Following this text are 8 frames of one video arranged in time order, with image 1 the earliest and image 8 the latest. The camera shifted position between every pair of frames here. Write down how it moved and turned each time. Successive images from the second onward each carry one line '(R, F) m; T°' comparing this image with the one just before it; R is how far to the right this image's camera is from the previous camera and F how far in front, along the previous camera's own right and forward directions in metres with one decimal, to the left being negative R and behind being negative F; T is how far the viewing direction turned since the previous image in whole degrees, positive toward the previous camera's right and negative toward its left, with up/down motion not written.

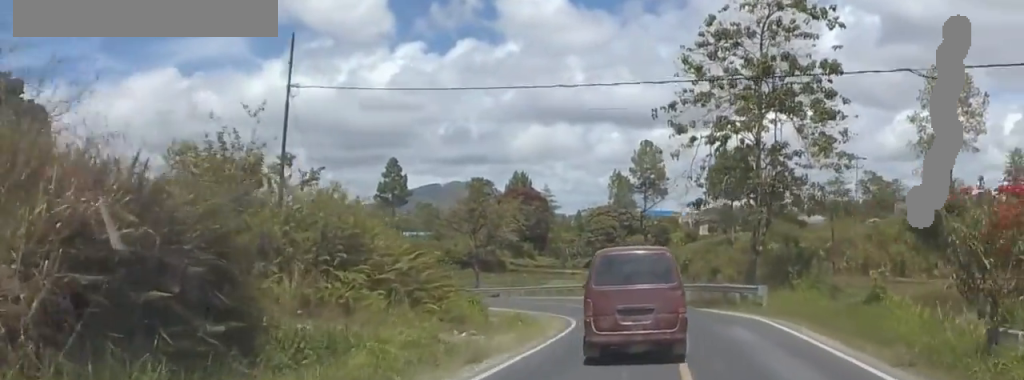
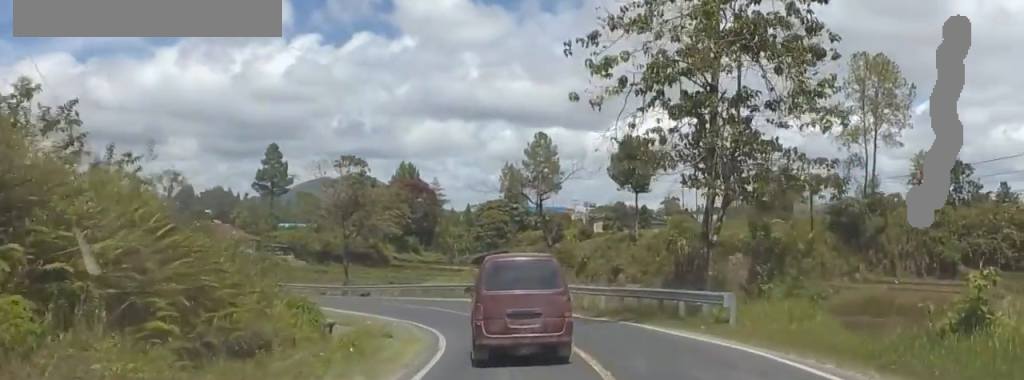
(-0.7, +11.9) m; +2°
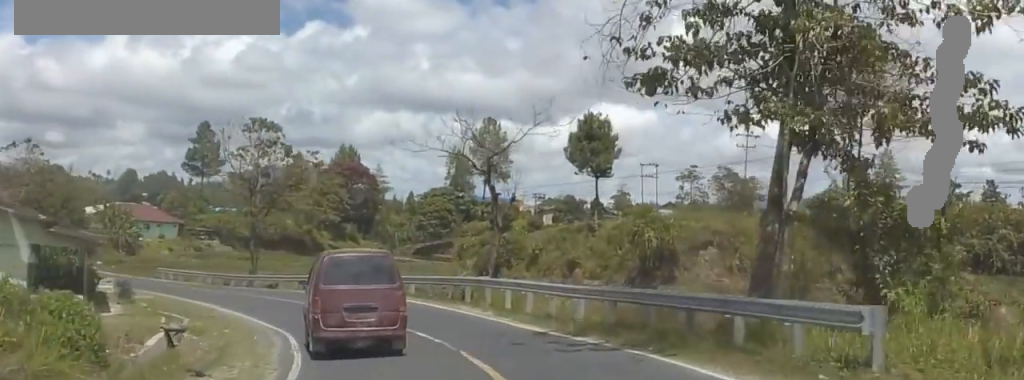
(+1.3, +12.2) m; +5°
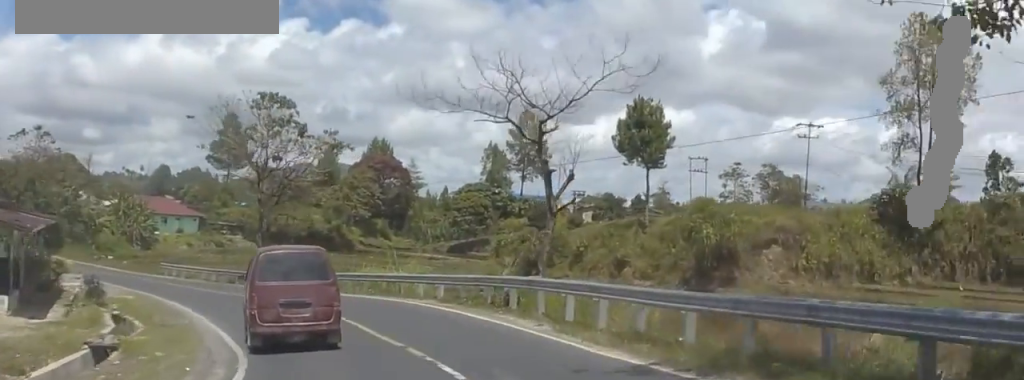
(-0.2, +7.8) m; -4°
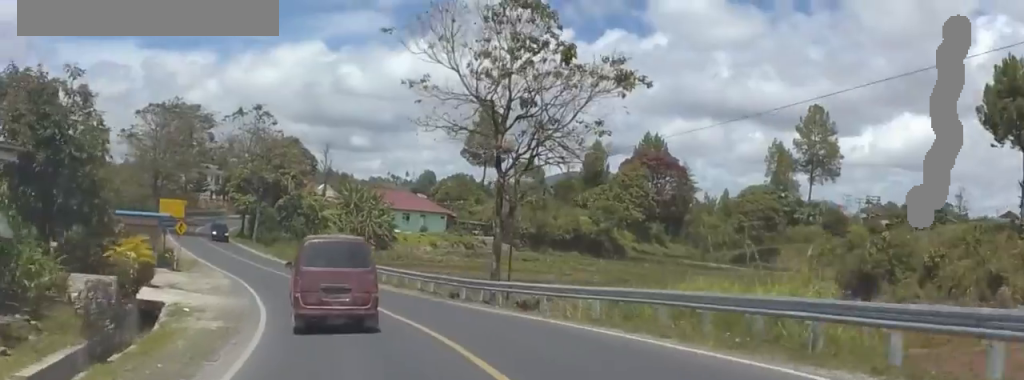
(-2.2, +20.6) m; -11°
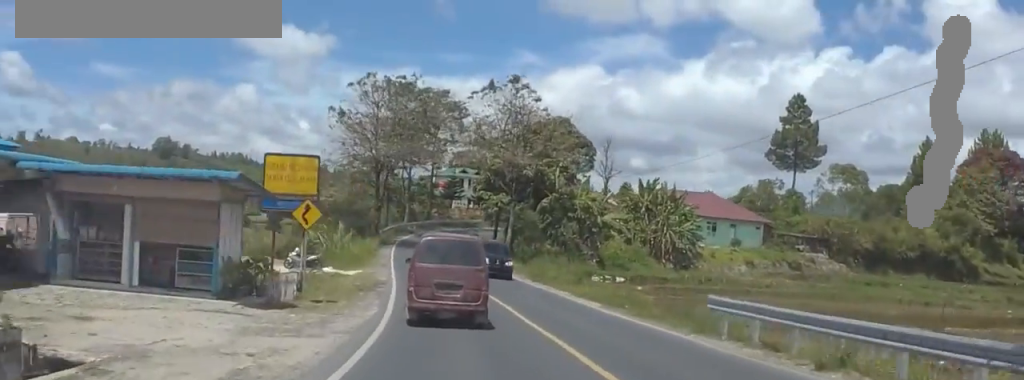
(-3.8, +25.7) m; -16°
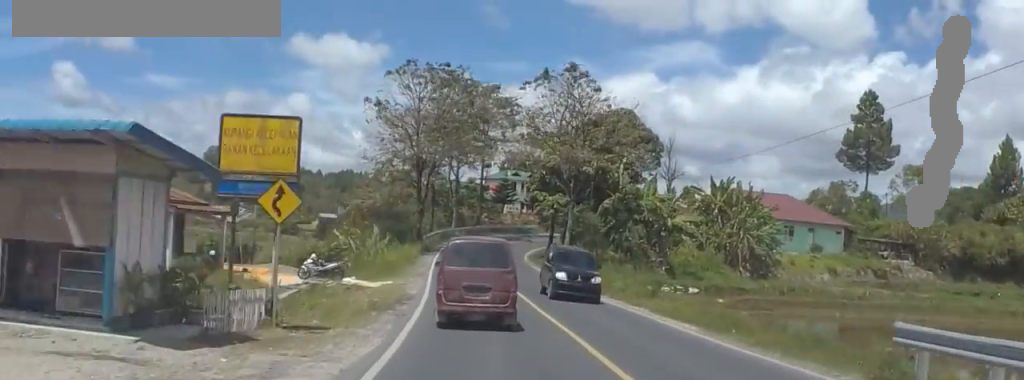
(-0.1, +7.7) m; -2°
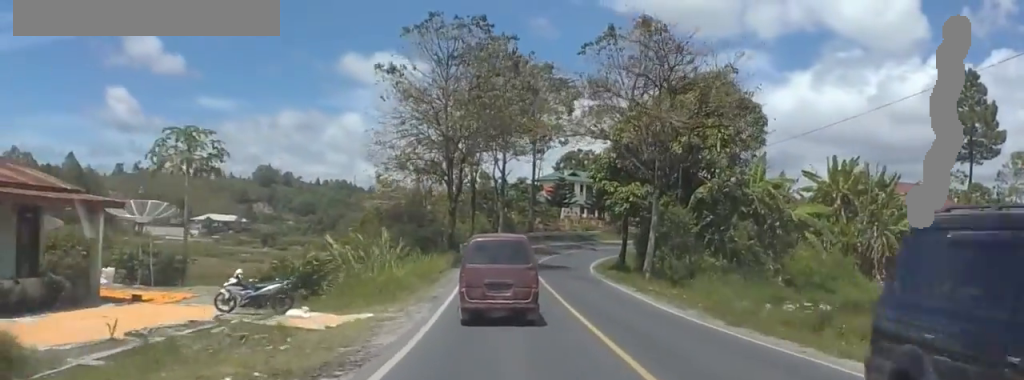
(-0.5, +15.4) m; -2°
